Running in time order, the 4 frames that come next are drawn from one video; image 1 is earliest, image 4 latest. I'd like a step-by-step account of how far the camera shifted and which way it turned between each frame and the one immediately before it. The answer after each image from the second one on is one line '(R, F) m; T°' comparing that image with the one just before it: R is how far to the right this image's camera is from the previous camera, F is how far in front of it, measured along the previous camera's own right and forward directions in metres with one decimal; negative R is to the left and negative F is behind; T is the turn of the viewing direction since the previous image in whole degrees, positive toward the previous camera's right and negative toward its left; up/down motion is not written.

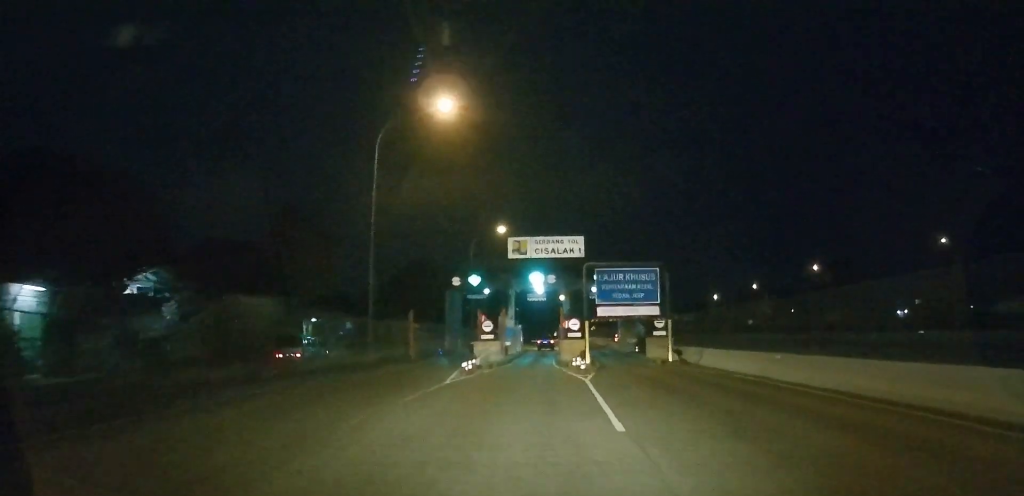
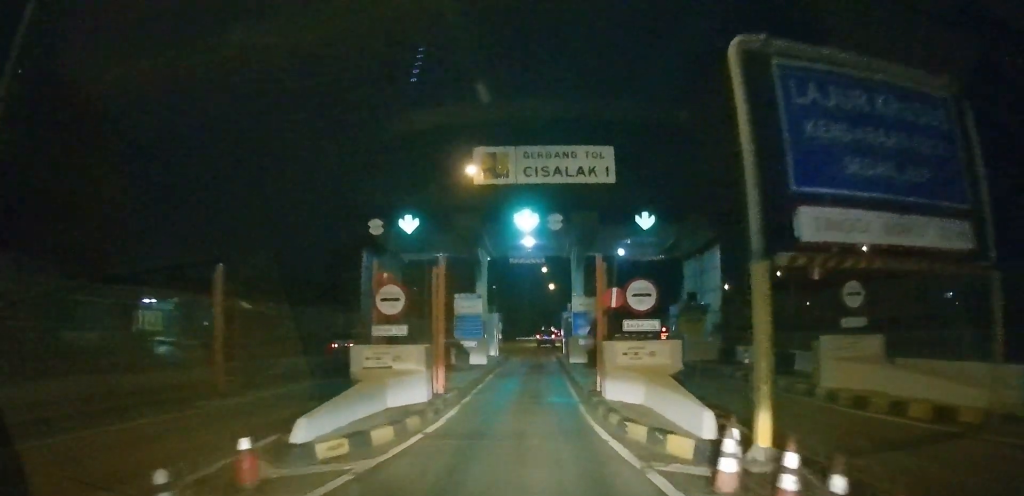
(+0.1, +25.9) m; 0°
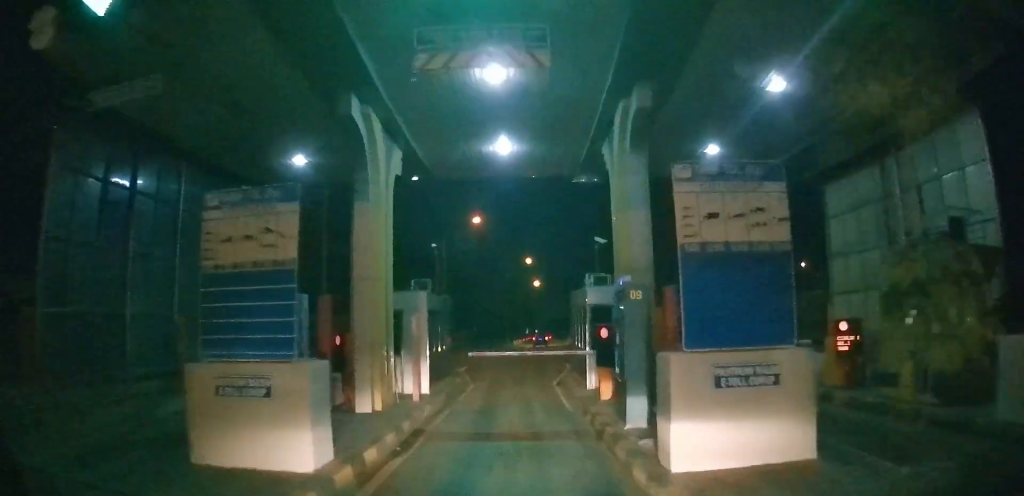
(+0.4, +21.6) m; +3°
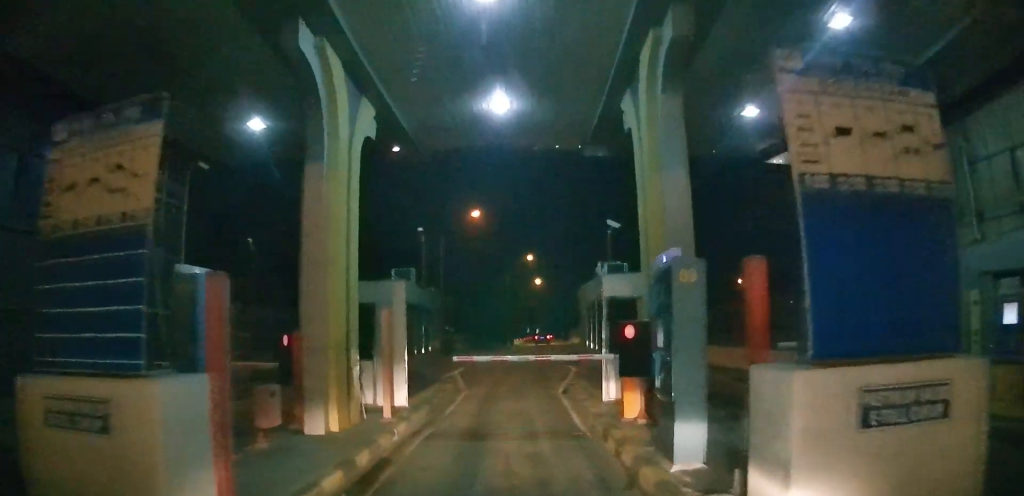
(0.0, +2.8) m; +1°
